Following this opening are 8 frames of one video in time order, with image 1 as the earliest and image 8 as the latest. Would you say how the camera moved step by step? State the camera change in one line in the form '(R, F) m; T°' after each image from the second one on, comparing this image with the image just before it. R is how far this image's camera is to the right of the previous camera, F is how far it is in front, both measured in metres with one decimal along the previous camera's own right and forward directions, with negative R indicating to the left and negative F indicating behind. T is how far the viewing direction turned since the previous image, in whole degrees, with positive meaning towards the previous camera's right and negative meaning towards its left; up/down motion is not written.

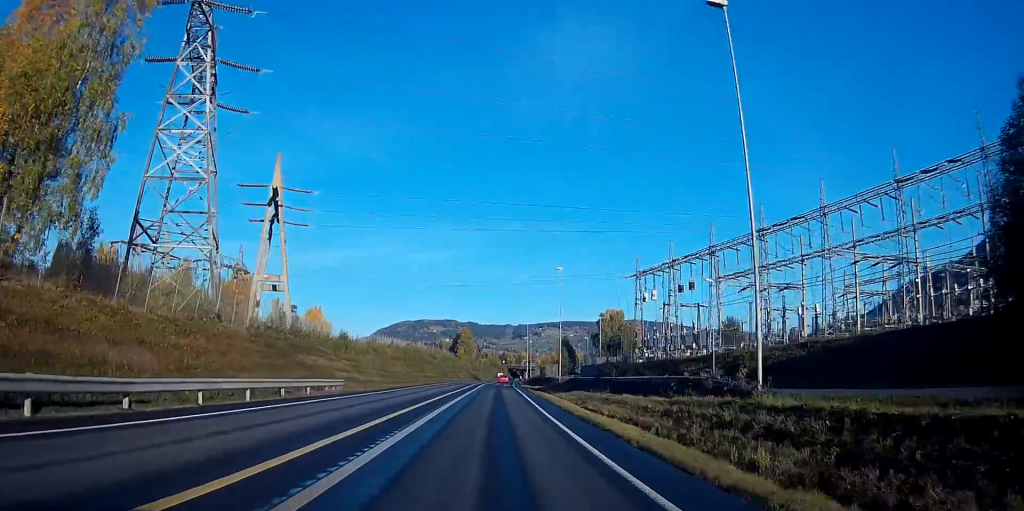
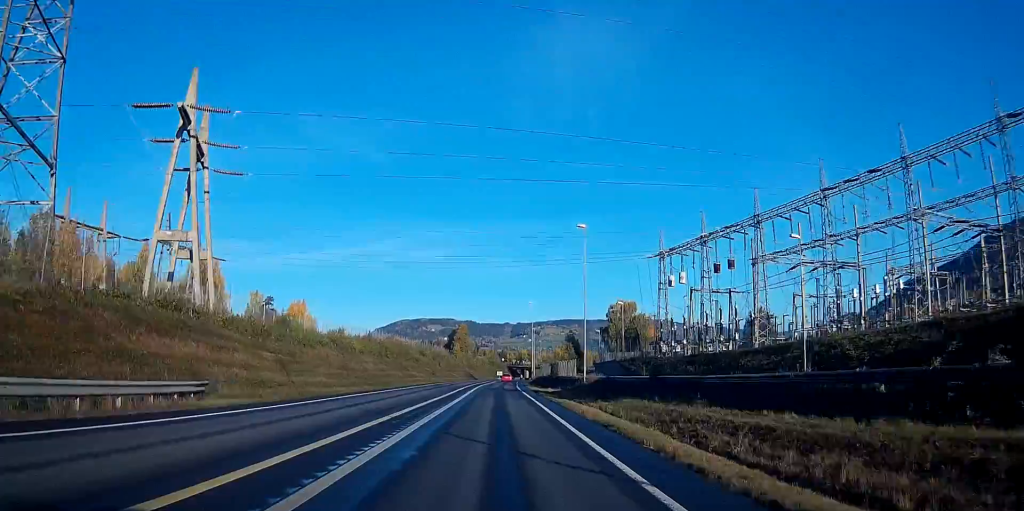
(+0.1, +22.3) m; 0°
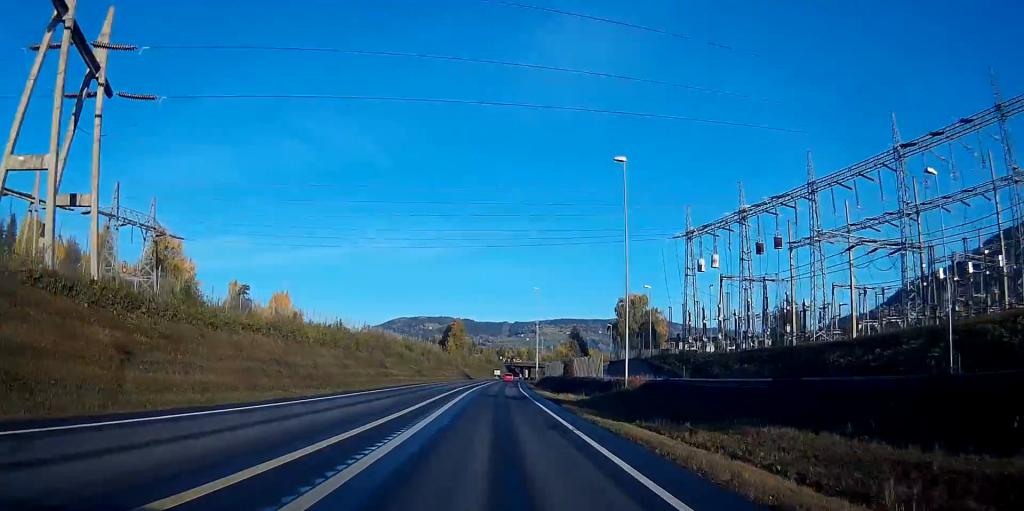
(0.0, +18.5) m; 0°
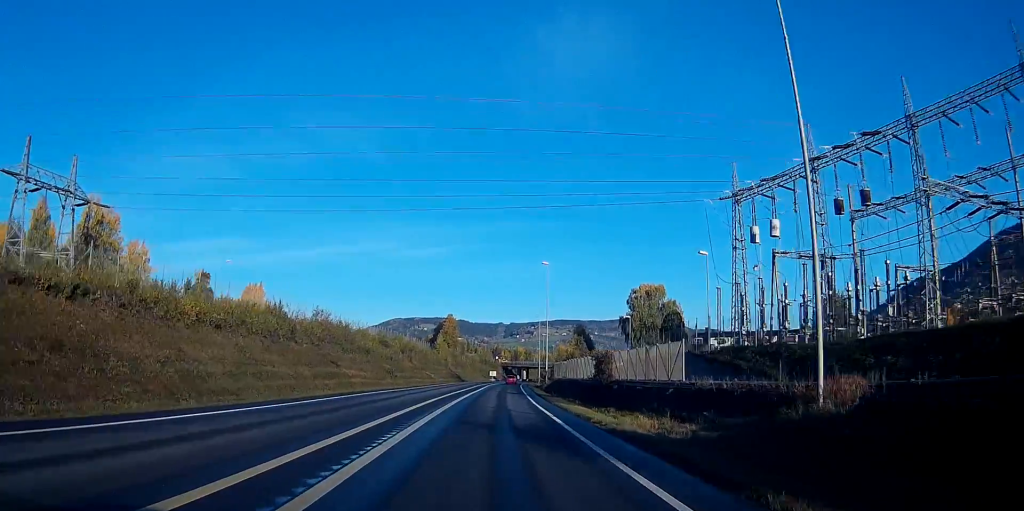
(-0.1, +23.4) m; 0°
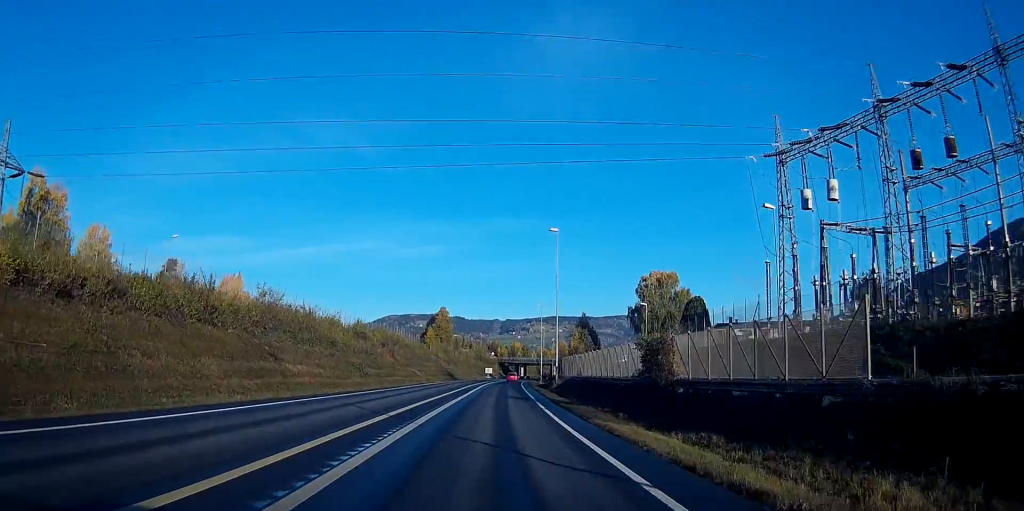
(0.0, +15.2) m; 0°
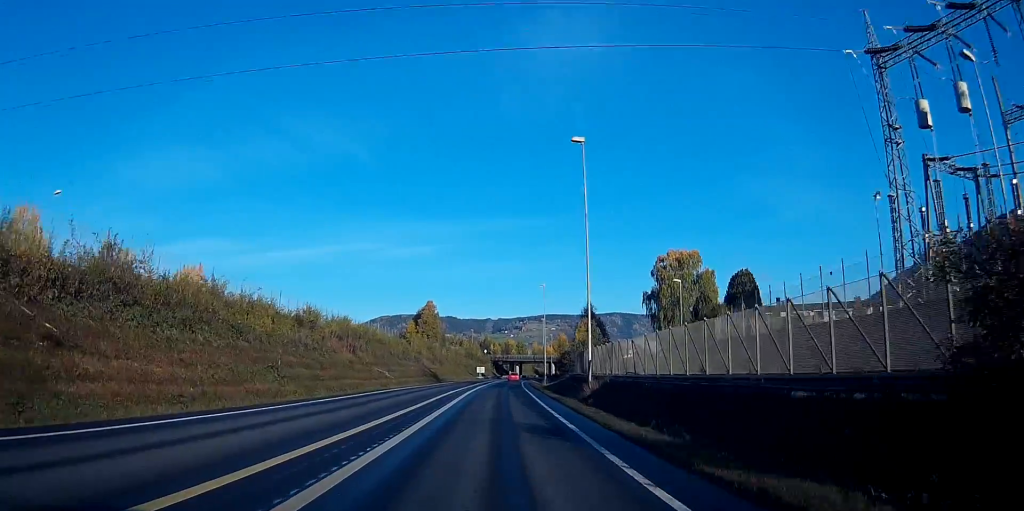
(0.0, +22.3) m; 0°
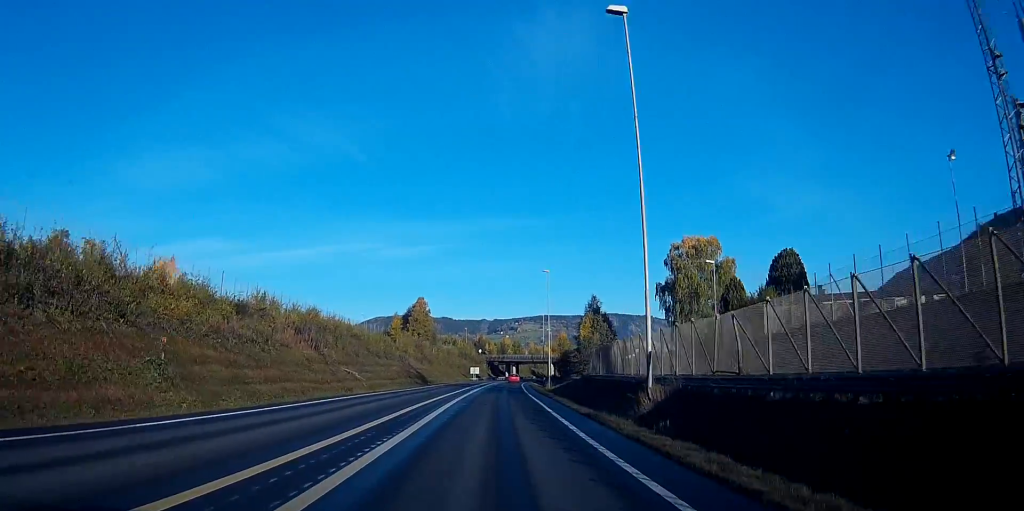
(0.0, +13.6) m; 0°
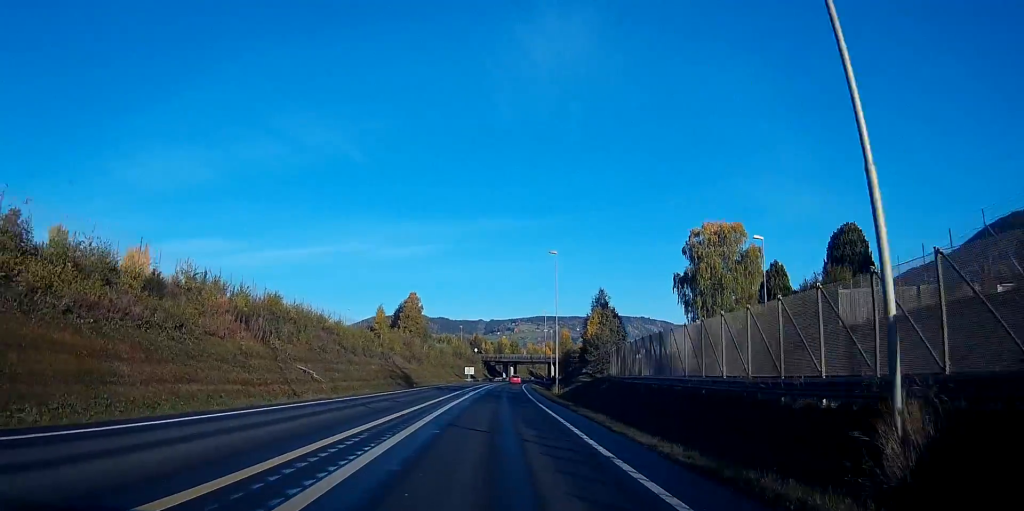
(+0.1, +12.8) m; 0°
